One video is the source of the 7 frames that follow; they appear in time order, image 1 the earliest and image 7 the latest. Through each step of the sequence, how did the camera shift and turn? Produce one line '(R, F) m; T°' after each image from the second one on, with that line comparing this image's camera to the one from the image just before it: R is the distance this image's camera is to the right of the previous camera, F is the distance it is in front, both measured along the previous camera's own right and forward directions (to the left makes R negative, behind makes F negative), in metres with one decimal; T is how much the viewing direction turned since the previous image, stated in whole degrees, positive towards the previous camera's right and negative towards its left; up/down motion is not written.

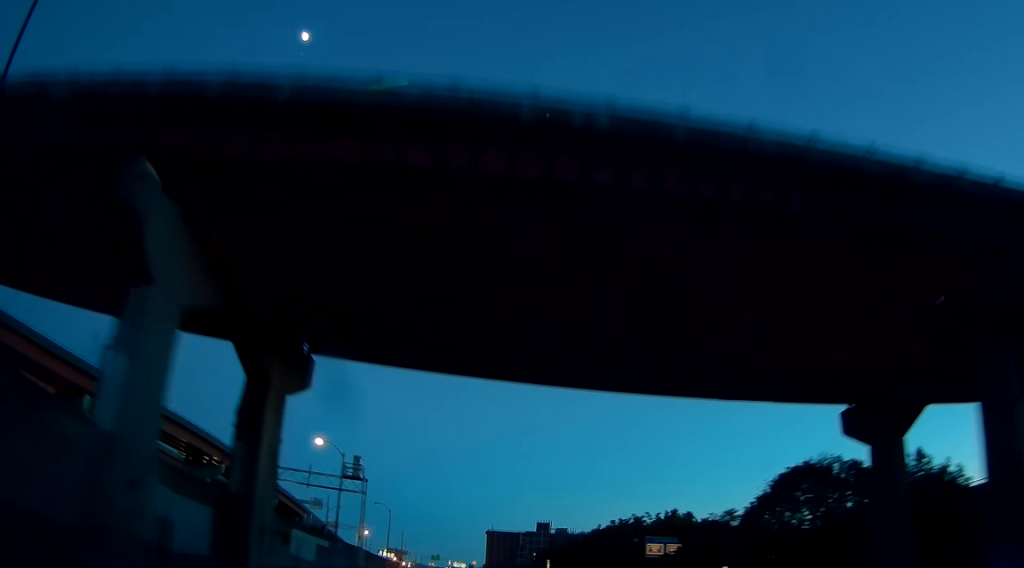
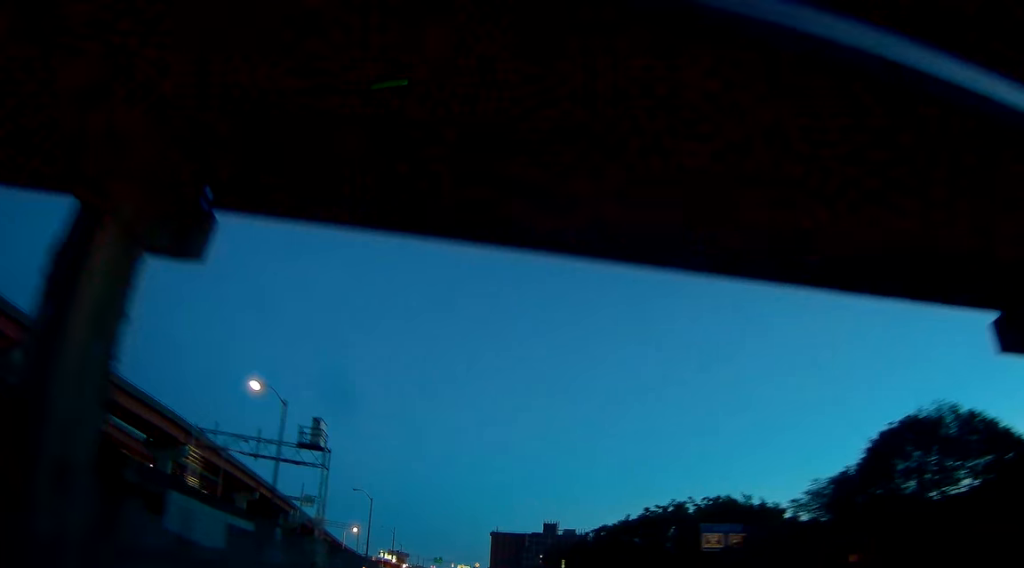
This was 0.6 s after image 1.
(0.0, +14.9) m; -1°
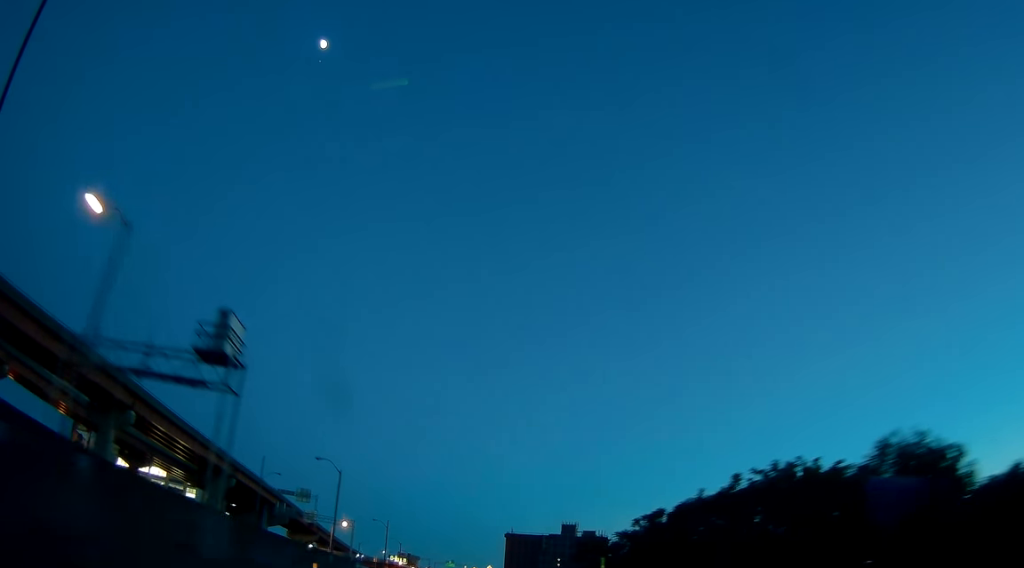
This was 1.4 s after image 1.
(-0.4, +19.2) m; -1°
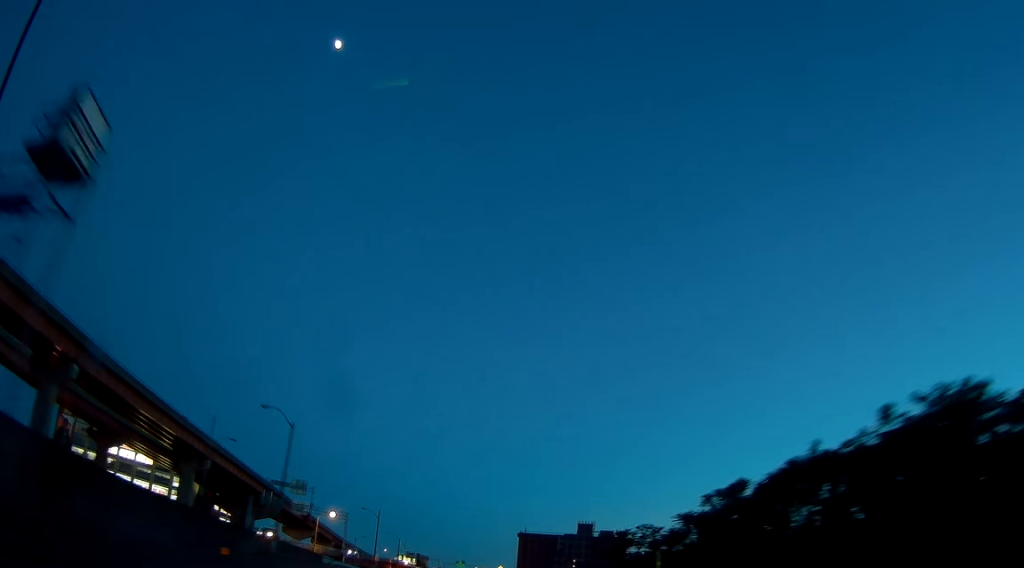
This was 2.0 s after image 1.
(-0.1, +15.1) m; -1°
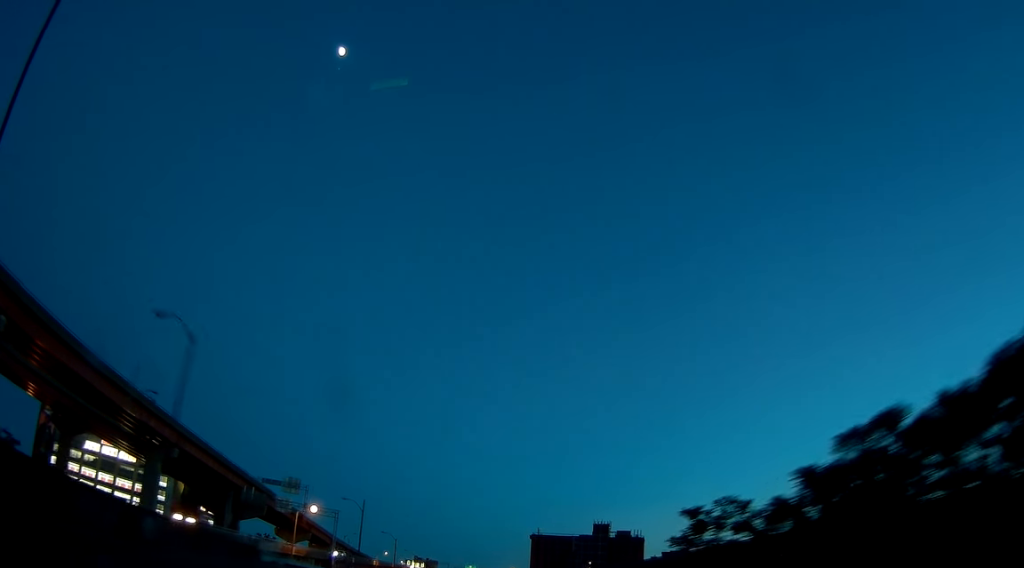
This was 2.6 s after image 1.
(+0.2, +15.1) m; -1°
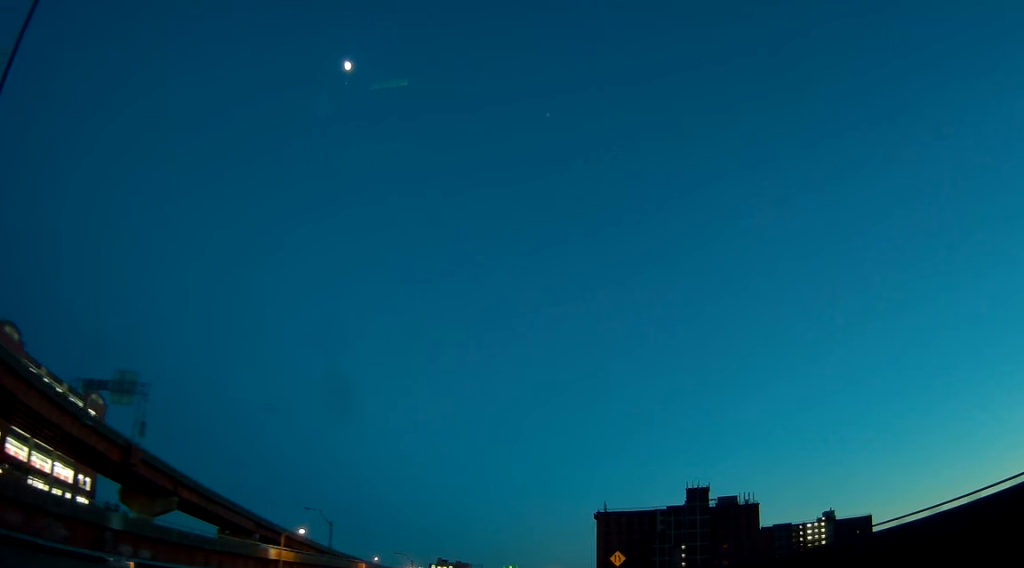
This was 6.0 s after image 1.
(-4.6, +87.9) m; -5°
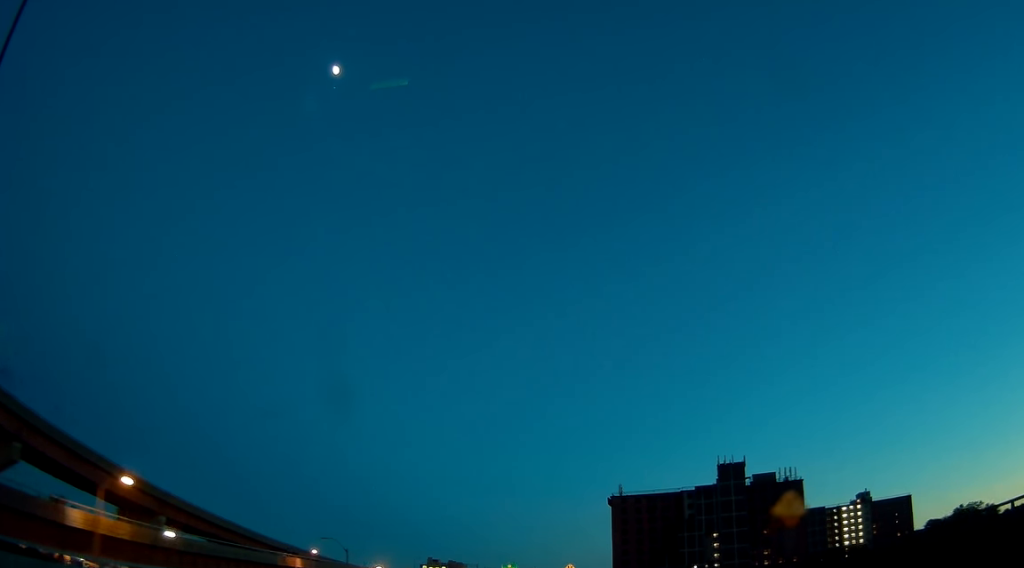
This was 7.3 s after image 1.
(-0.2, +31.7) m; 0°
